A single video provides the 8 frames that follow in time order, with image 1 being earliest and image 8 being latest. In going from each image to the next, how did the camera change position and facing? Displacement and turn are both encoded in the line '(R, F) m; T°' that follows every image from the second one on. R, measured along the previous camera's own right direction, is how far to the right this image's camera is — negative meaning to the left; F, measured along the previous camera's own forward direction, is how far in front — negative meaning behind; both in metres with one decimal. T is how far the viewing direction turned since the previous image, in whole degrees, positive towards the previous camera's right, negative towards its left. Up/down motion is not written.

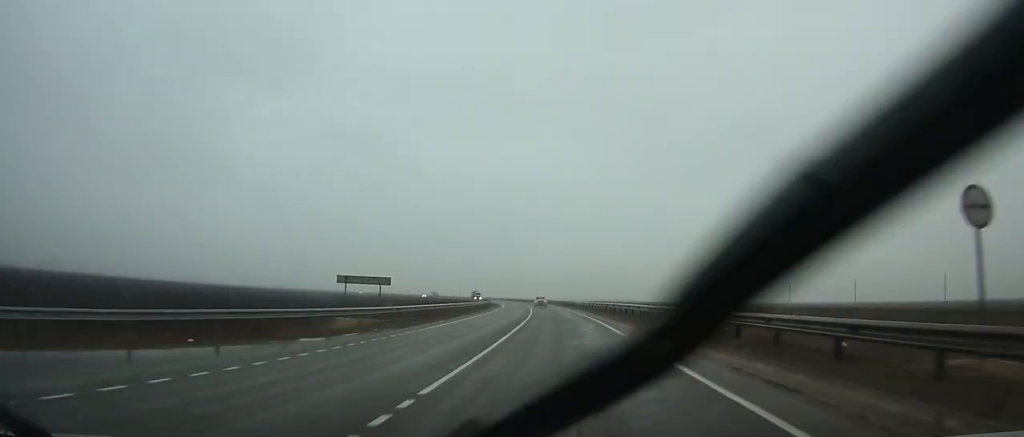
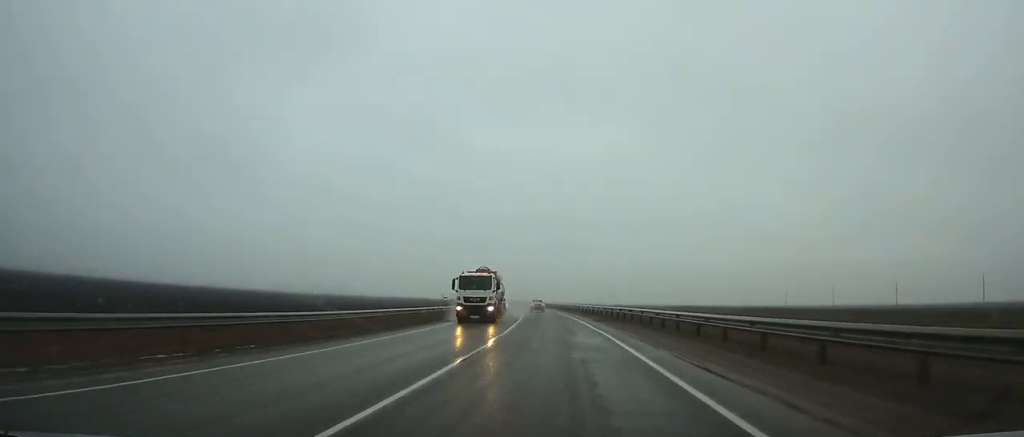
(-6.0, +95.6) m; -7°
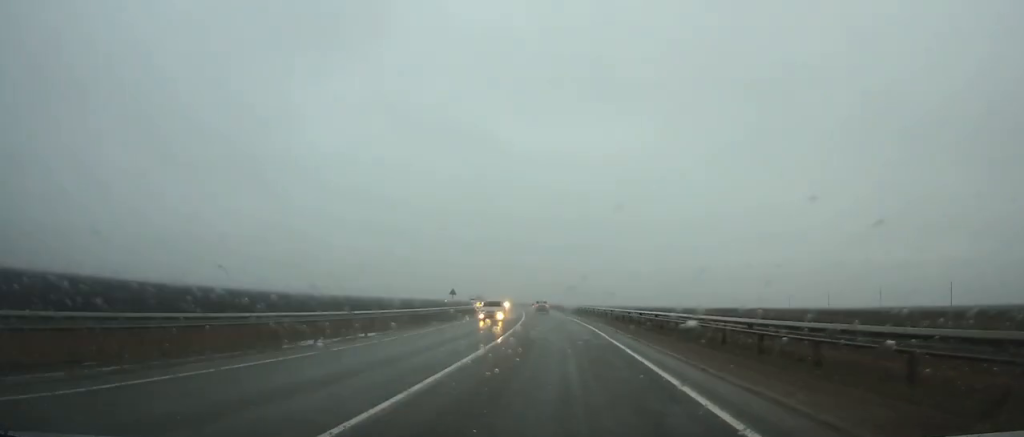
(-0.4, +35.2) m; -3°
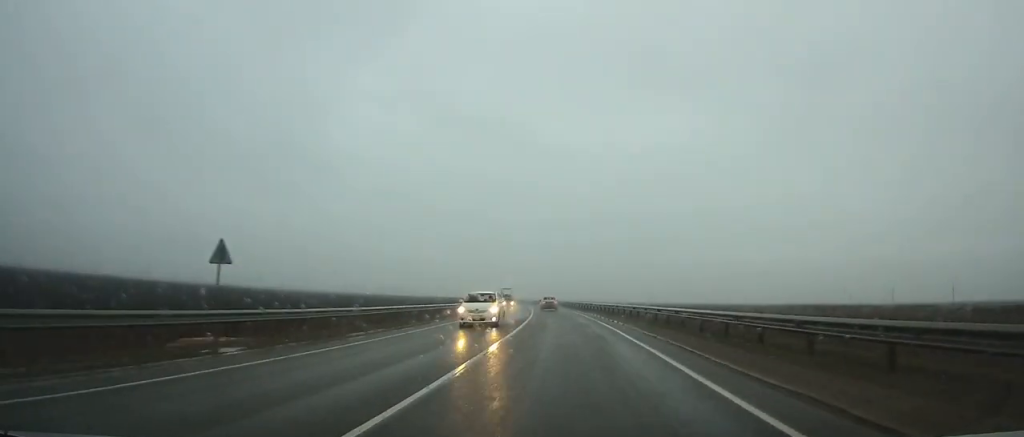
(-2.1, +49.0) m; -4°
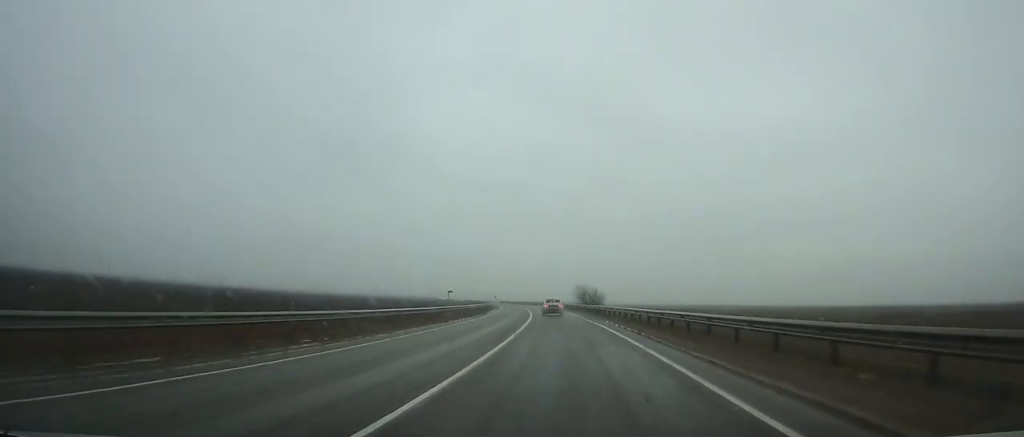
(-11.0, +129.1) m; -10°
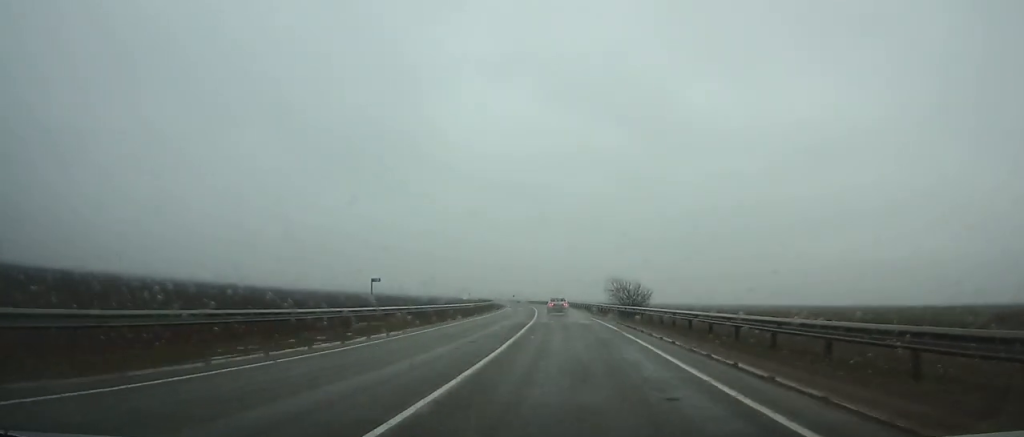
(-0.3, +29.8) m; -2°
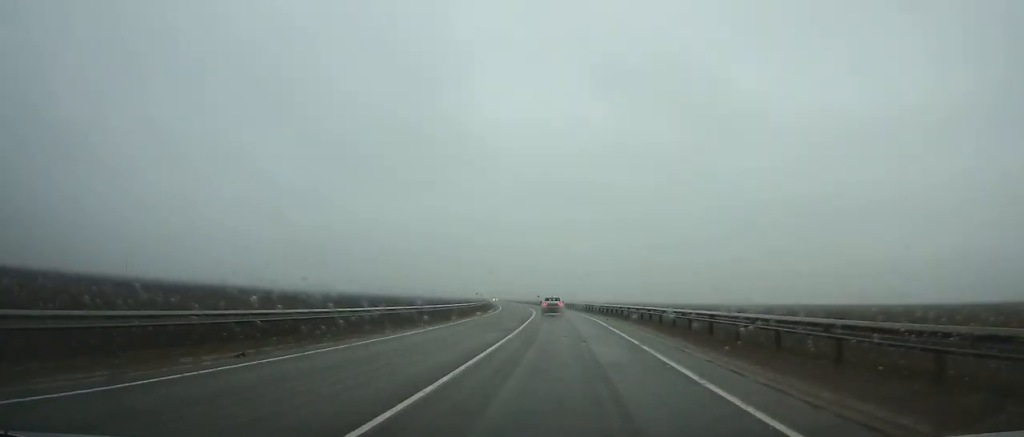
(-3.0, +65.7) m; -5°
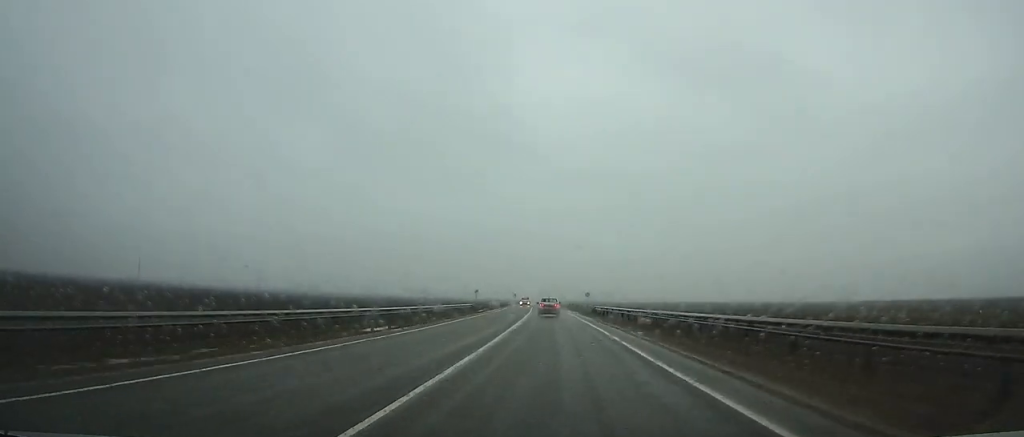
(-3.3, +76.8) m; -5°
